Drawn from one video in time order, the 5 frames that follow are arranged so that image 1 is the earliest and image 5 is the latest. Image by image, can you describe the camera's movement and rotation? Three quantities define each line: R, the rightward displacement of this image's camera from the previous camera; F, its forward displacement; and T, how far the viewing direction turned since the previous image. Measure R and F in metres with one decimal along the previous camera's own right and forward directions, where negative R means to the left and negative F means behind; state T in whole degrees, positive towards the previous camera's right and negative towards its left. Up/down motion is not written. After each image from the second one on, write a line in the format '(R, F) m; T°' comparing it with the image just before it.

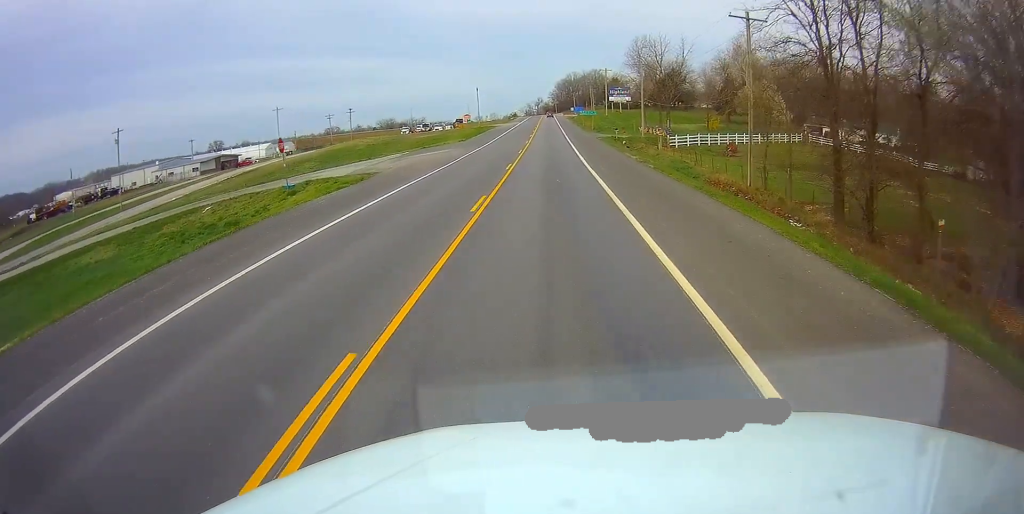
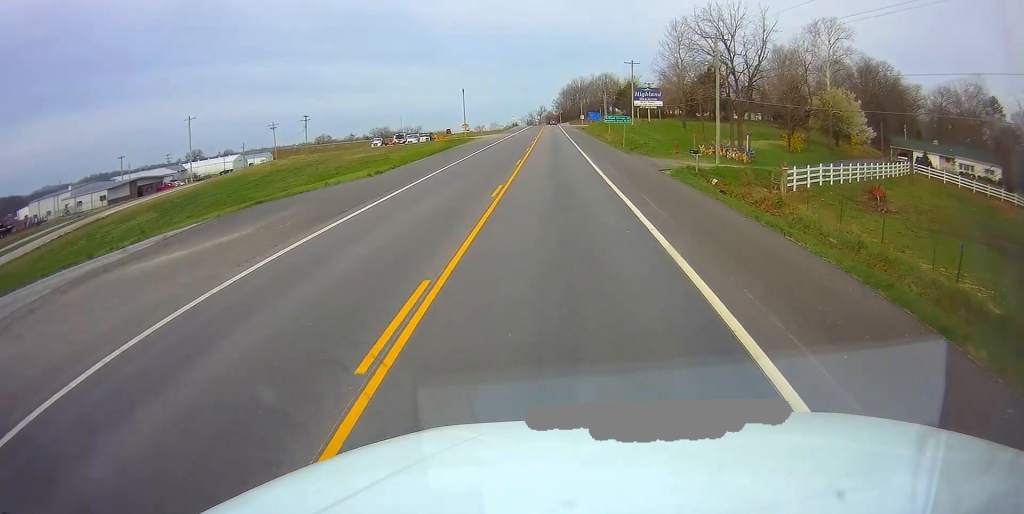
(-0.5, +33.4) m; 0°
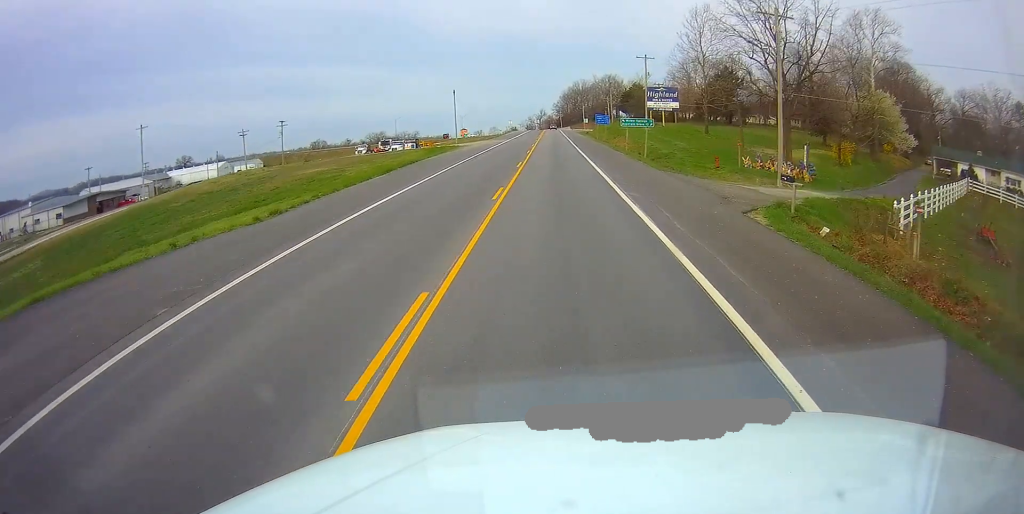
(+0.3, +12.5) m; +1°
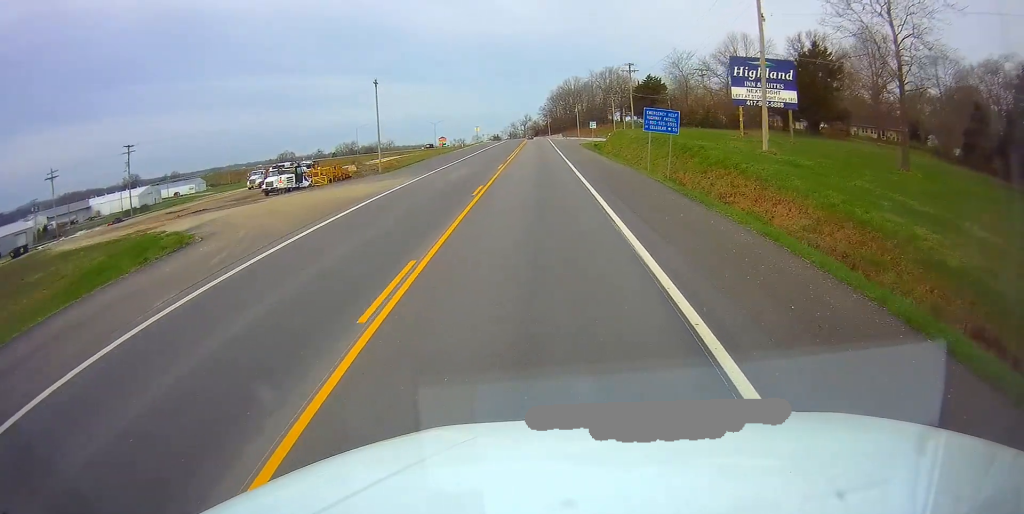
(+0.1, +46.5) m; +1°
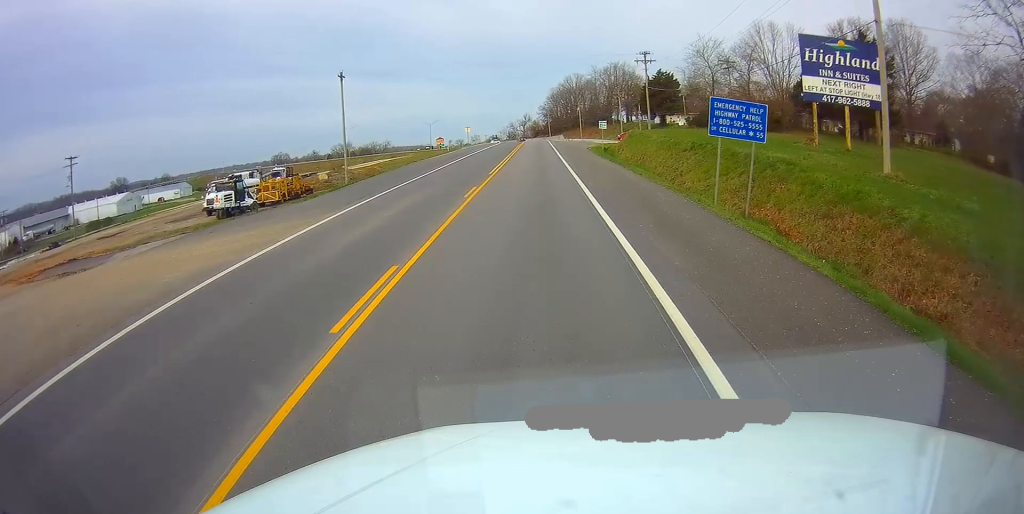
(+0.3, +12.5) m; -1°
